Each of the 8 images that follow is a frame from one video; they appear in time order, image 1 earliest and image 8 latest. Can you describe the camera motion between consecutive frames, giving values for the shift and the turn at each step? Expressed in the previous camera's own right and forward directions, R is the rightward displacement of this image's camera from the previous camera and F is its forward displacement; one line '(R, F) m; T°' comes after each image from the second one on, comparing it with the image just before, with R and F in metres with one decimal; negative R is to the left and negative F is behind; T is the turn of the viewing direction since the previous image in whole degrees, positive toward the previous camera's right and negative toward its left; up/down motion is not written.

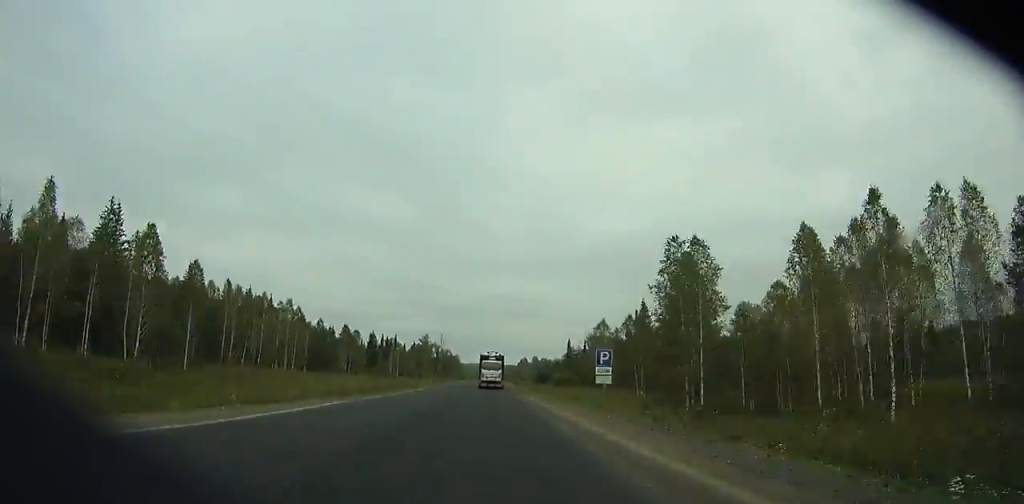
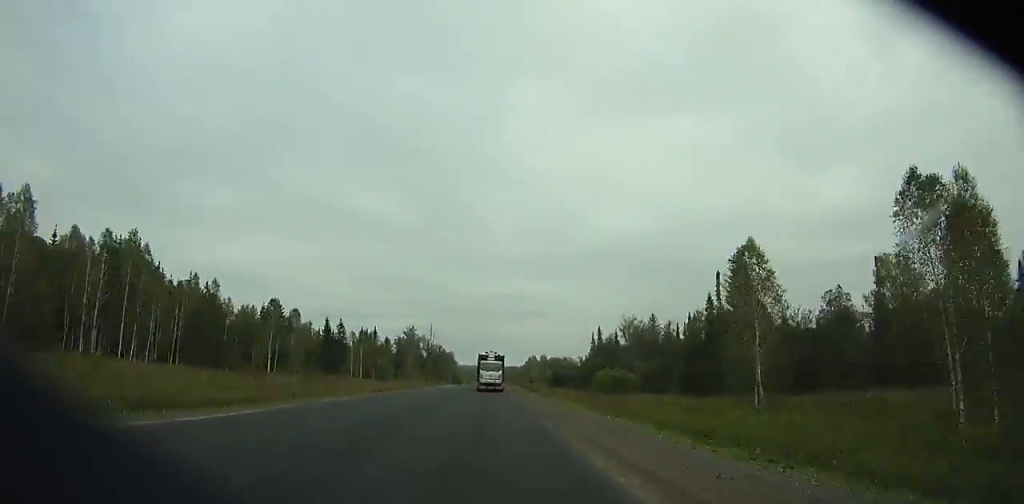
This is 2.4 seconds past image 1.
(0.0, +60.4) m; 0°
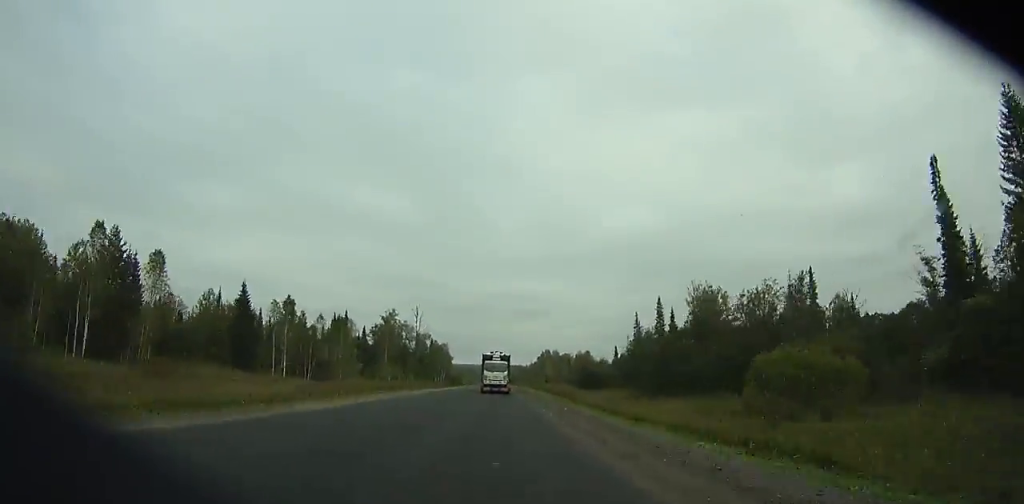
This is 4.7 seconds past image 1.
(-0.3, +56.4) m; 0°
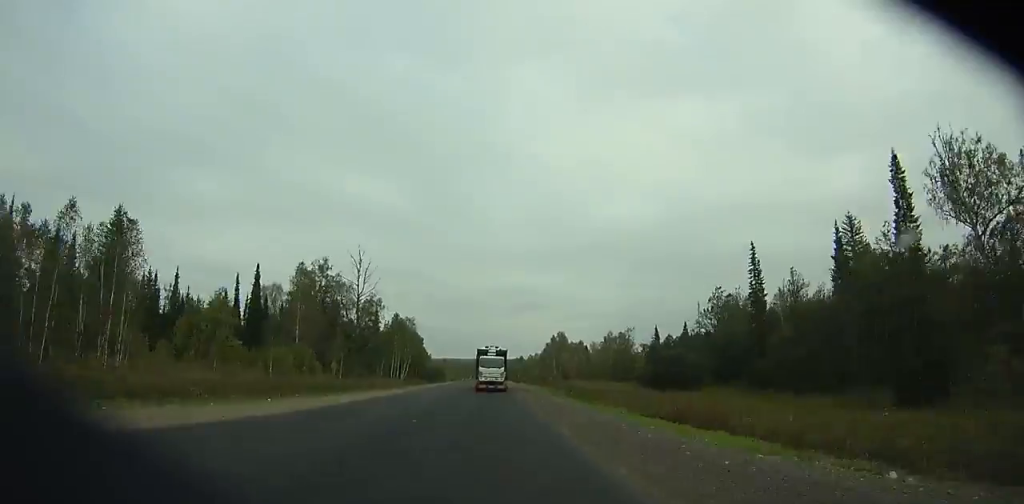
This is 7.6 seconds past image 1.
(-0.2, +70.6) m; 0°
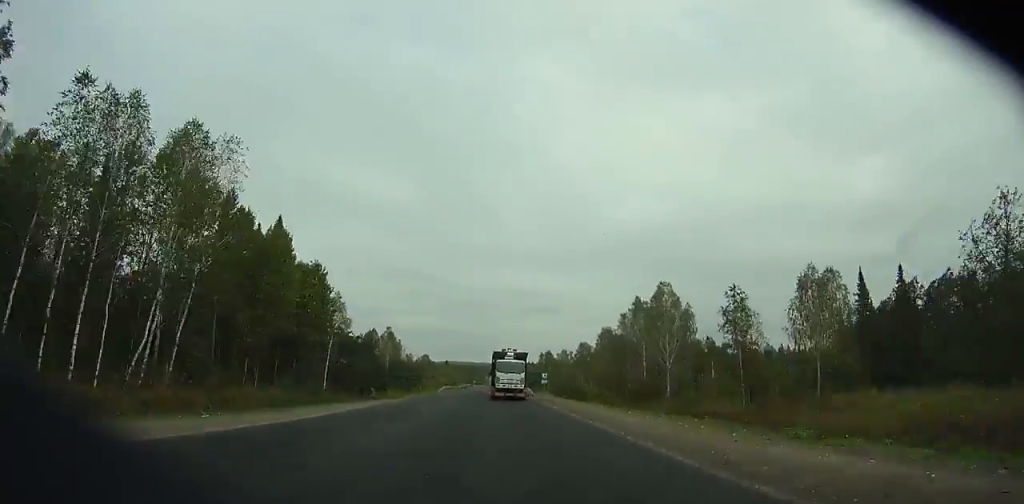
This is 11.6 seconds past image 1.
(-0.7, +97.7) m; 0°
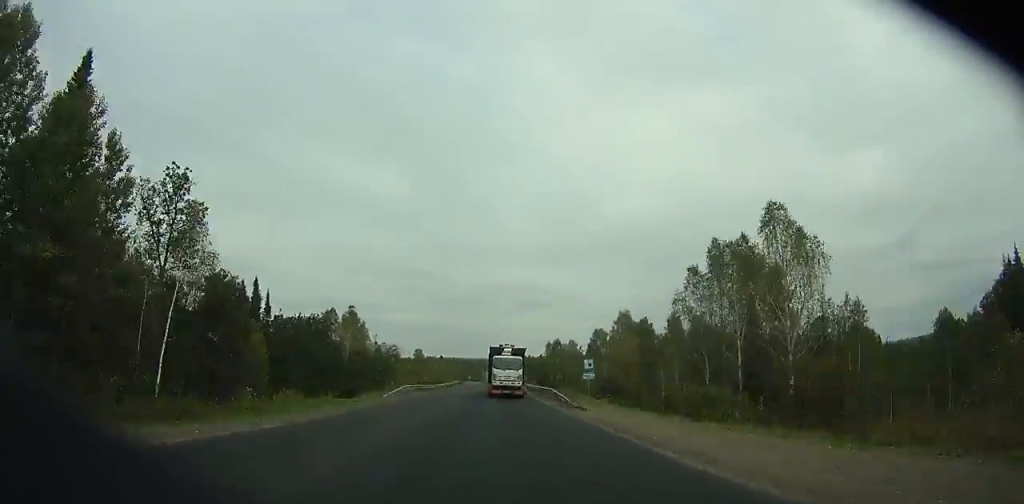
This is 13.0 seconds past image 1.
(+0.2, +34.8) m; 0°
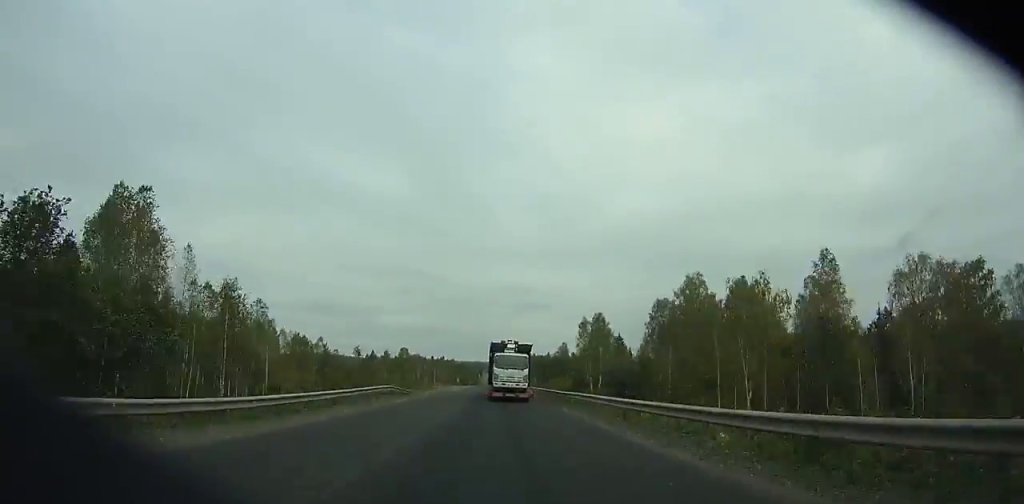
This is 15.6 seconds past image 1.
(+0.3, +65.1) m; 0°
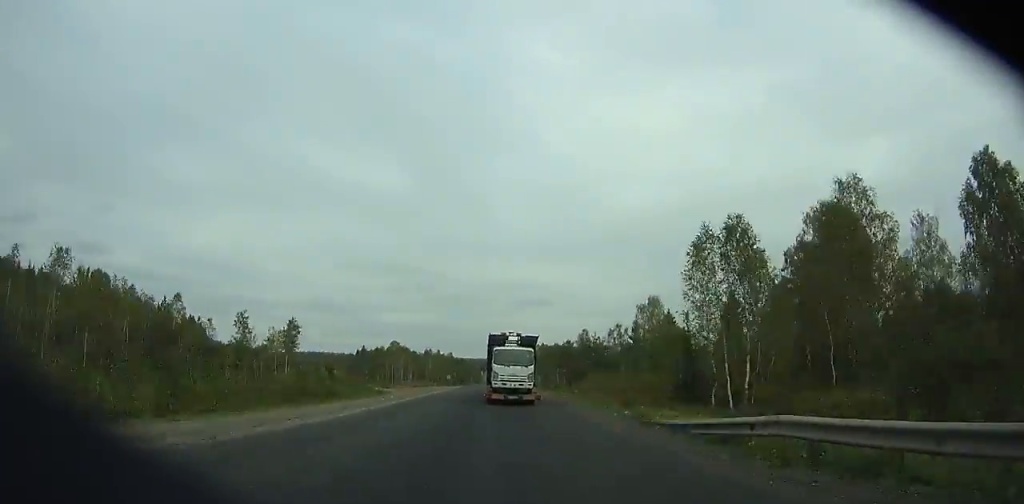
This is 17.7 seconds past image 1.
(+0.2, +53.3) m; 0°
